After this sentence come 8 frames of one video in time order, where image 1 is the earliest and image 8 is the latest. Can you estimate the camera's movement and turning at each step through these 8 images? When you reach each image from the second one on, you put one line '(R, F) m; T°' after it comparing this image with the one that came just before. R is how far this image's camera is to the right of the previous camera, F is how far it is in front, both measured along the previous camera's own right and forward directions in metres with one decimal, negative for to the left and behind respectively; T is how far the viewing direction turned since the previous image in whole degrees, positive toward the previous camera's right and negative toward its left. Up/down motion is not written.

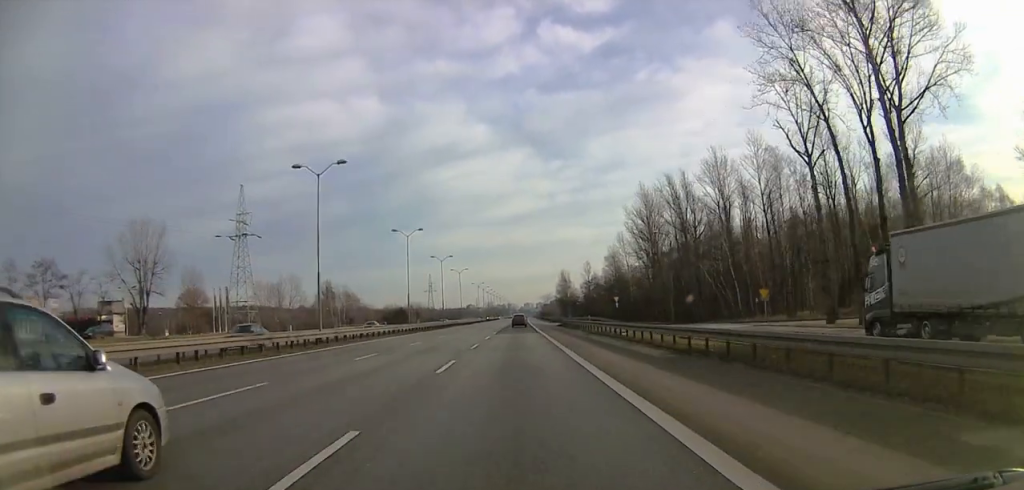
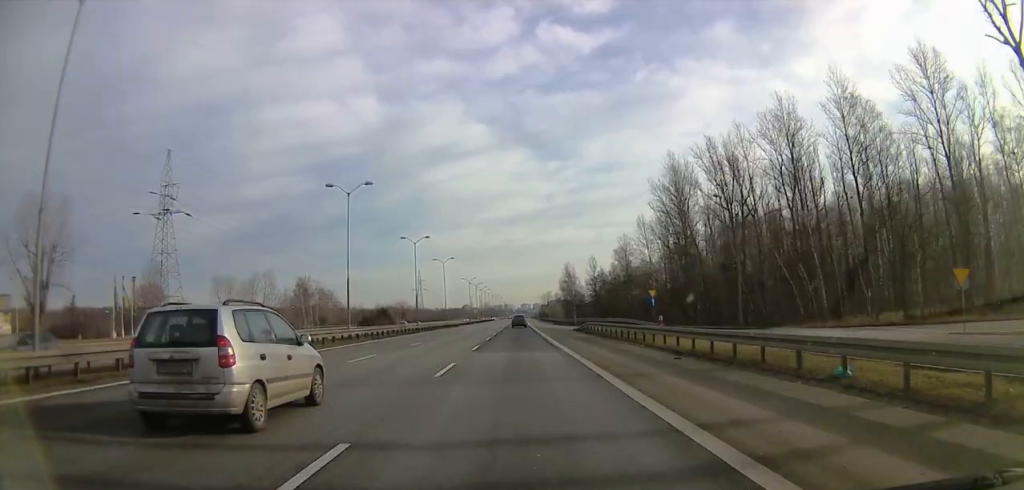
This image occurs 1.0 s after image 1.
(0.0, +24.9) m; 0°
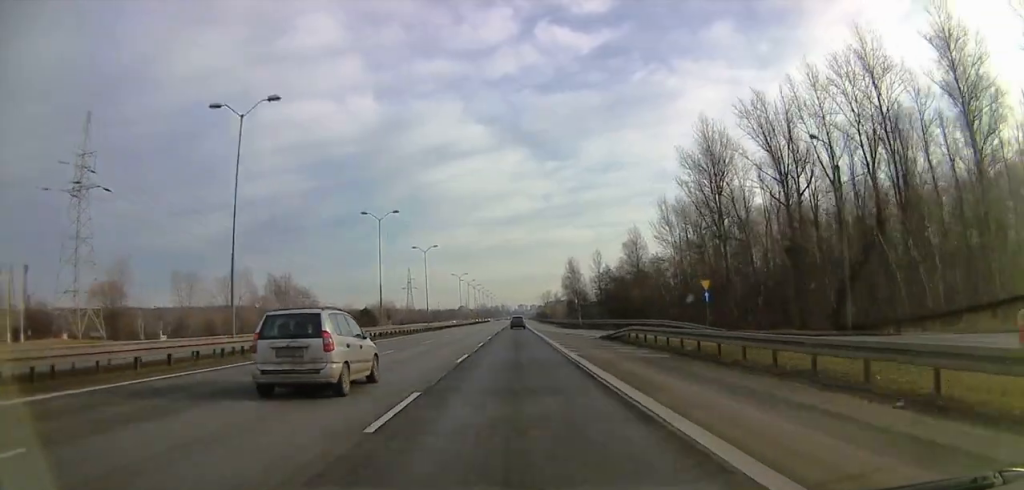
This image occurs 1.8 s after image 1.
(0.0, +19.1) m; 0°
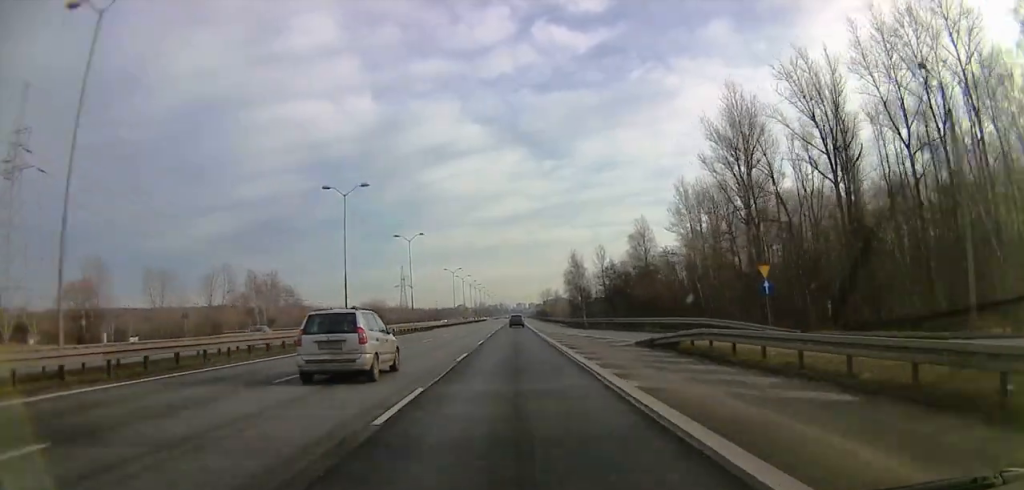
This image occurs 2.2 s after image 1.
(0.0, +11.6) m; 0°
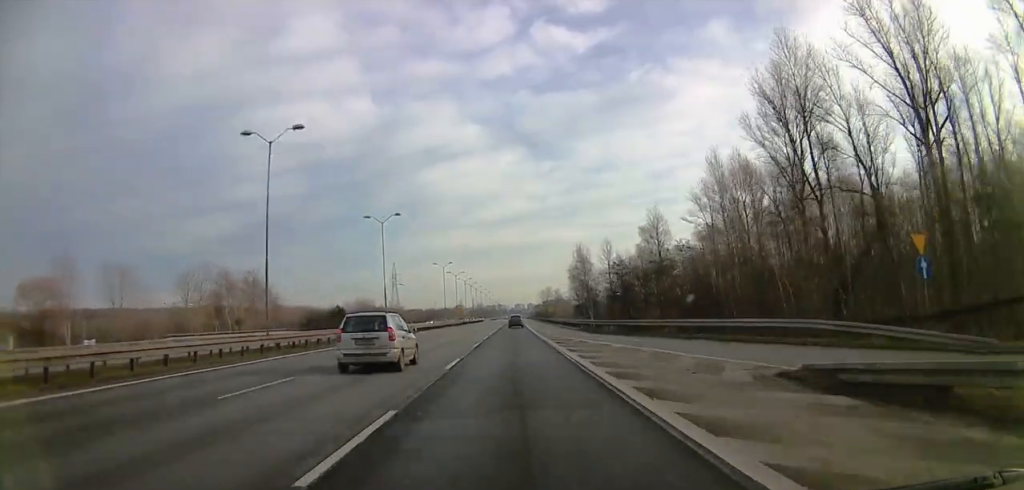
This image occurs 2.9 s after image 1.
(0.0, +15.7) m; +2°
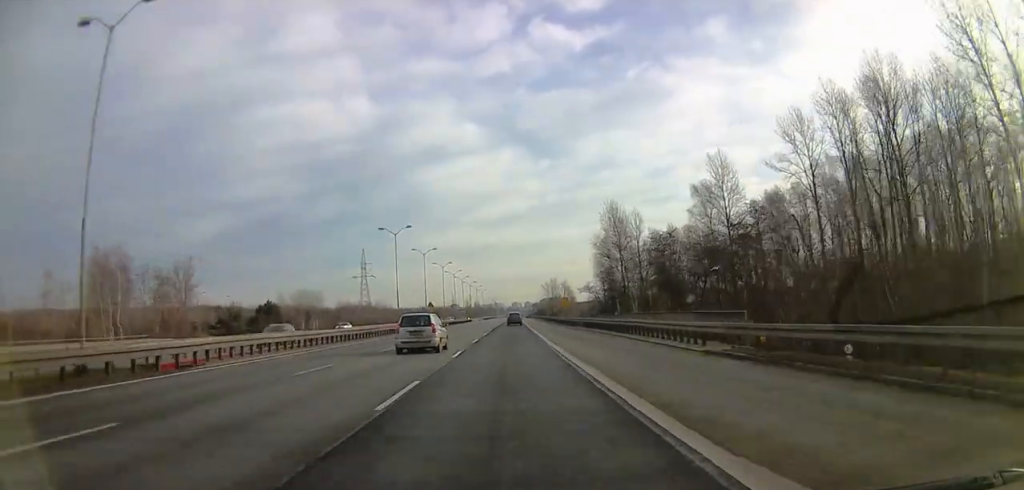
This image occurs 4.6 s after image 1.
(+1.6, +43.3) m; +1°
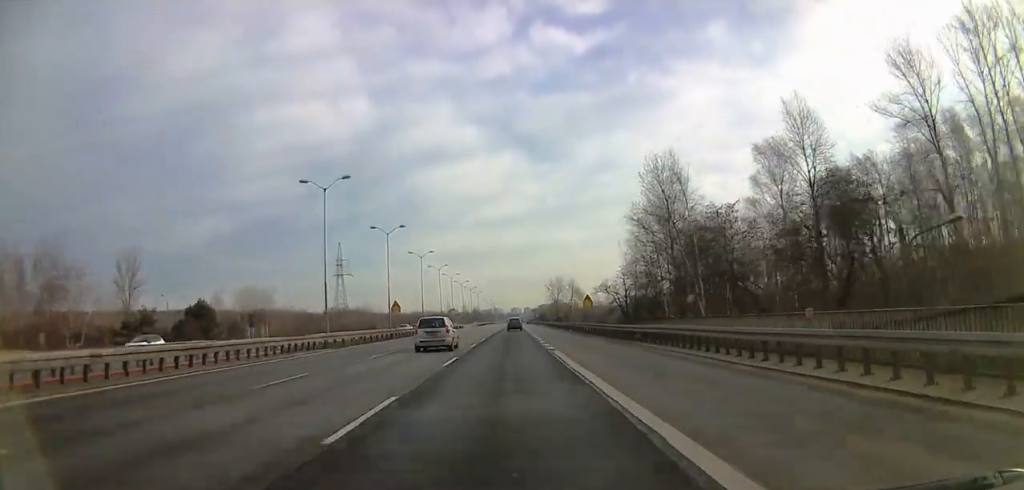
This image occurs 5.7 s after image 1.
(-1.0, +26.1) m; -2°
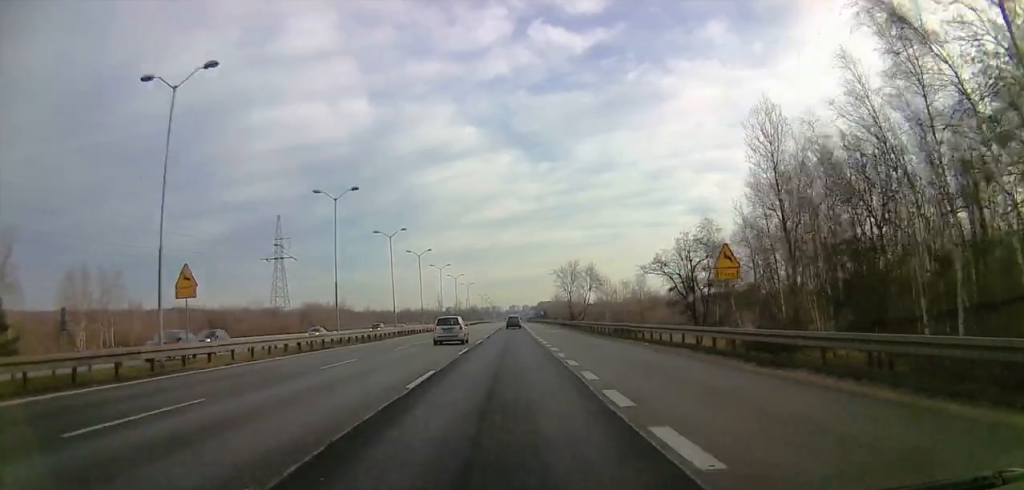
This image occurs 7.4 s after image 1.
(+0.3, +41.6) m; 0°
